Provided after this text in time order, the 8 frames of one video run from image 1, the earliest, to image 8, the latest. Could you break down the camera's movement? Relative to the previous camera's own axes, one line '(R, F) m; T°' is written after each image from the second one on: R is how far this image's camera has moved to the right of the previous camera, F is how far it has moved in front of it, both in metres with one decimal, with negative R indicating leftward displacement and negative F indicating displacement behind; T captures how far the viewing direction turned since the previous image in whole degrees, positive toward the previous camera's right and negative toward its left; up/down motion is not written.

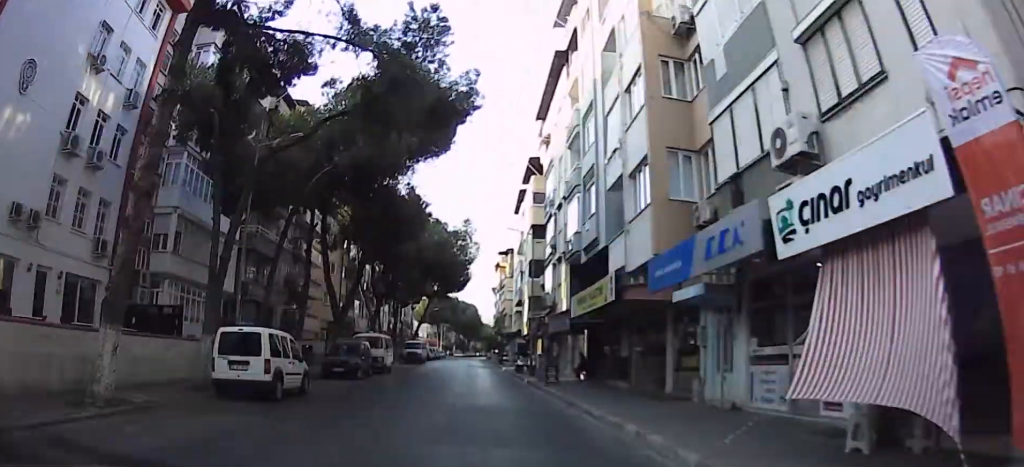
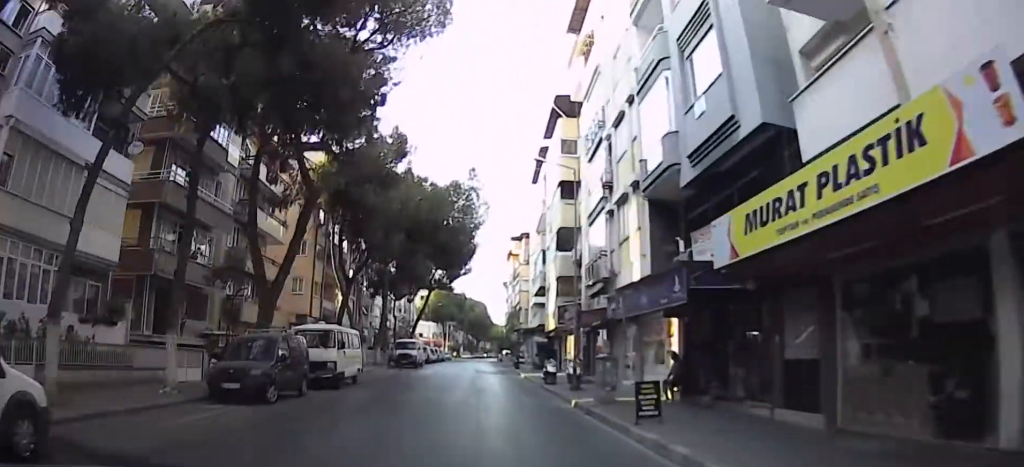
(-0.4, +12.2) m; -3°
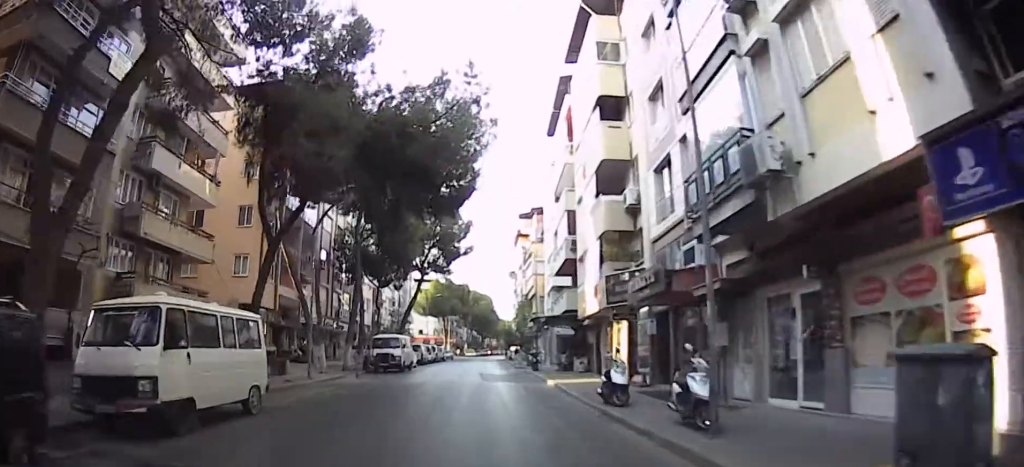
(-0.7, +11.9) m; 0°
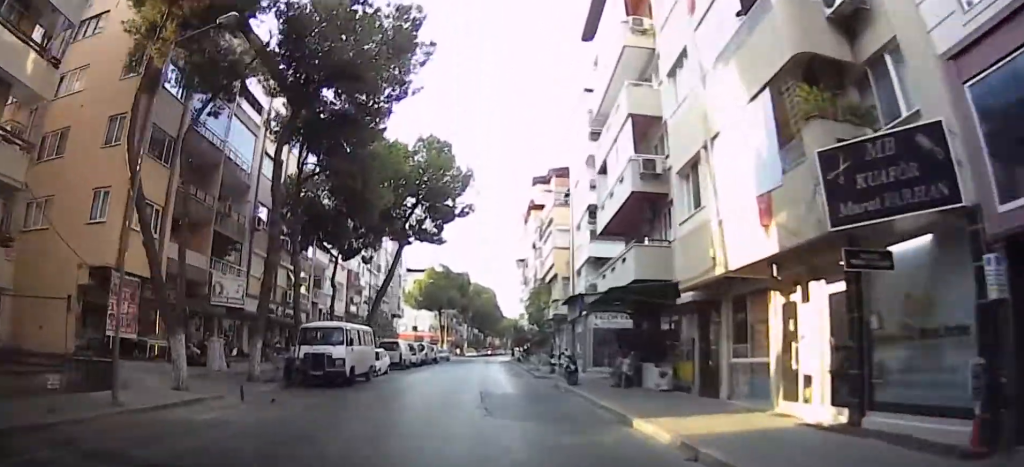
(+0.9, +15.2) m; +3°
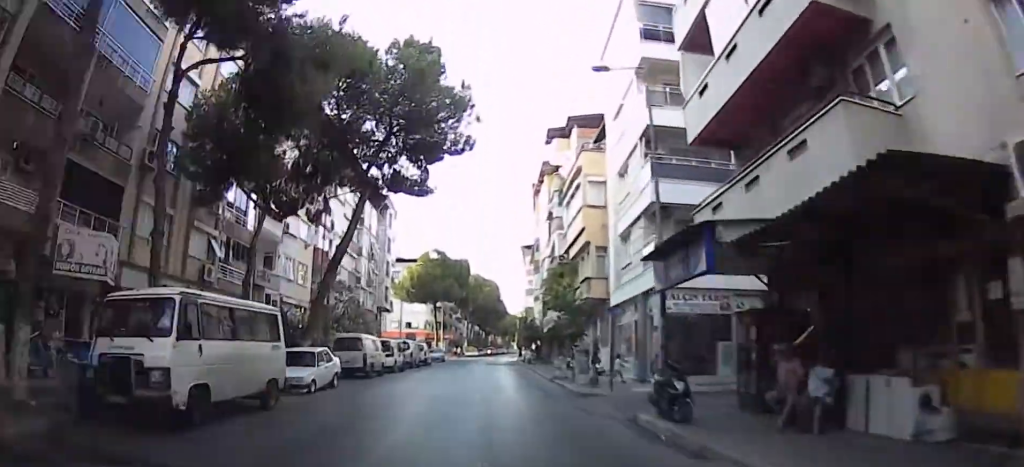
(0.0, +12.7) m; 0°
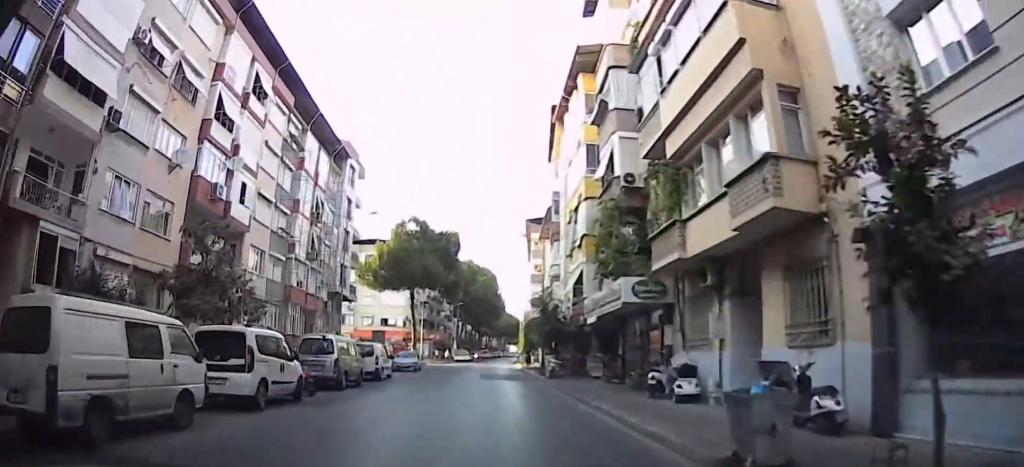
(0.0, +21.0) m; 0°
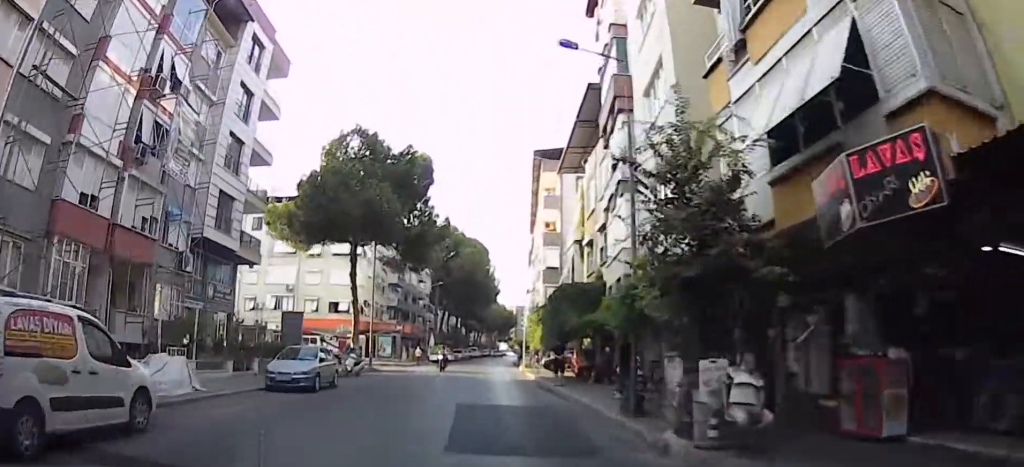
(0.0, +23.5) m; 0°
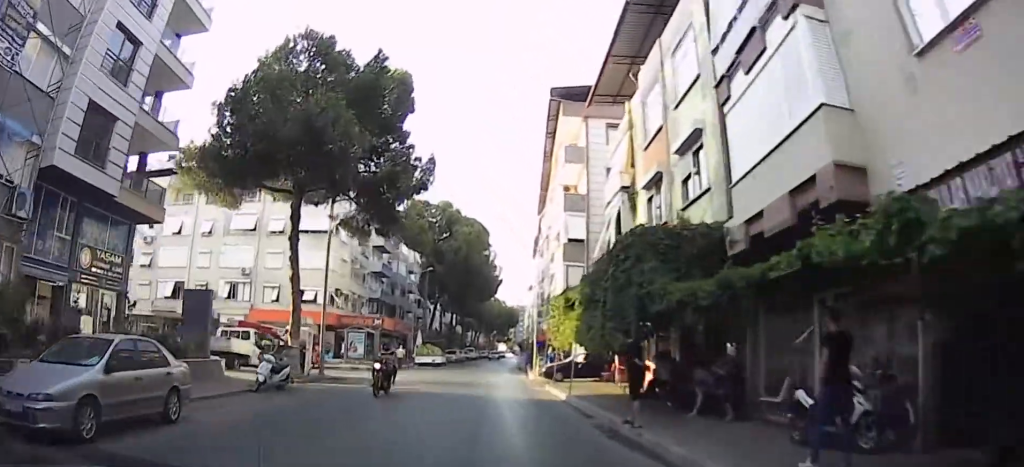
(0.0, +11.9) m; 0°
